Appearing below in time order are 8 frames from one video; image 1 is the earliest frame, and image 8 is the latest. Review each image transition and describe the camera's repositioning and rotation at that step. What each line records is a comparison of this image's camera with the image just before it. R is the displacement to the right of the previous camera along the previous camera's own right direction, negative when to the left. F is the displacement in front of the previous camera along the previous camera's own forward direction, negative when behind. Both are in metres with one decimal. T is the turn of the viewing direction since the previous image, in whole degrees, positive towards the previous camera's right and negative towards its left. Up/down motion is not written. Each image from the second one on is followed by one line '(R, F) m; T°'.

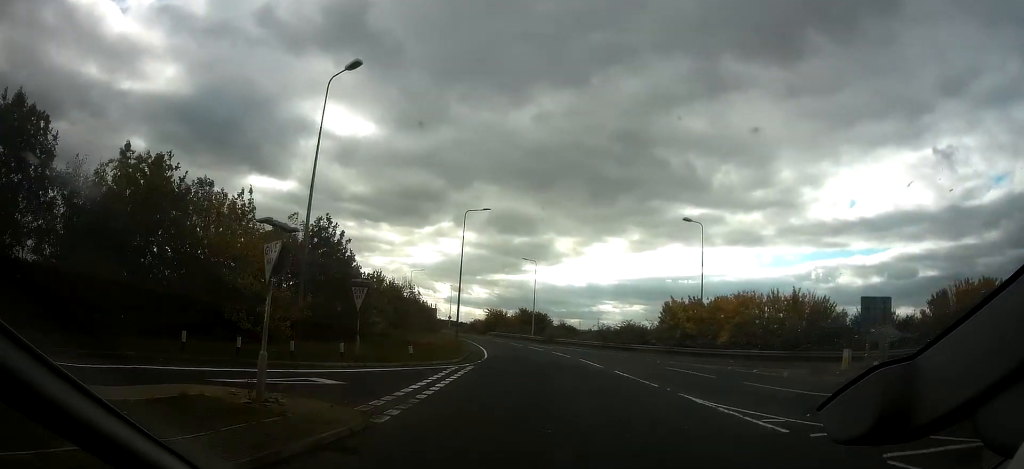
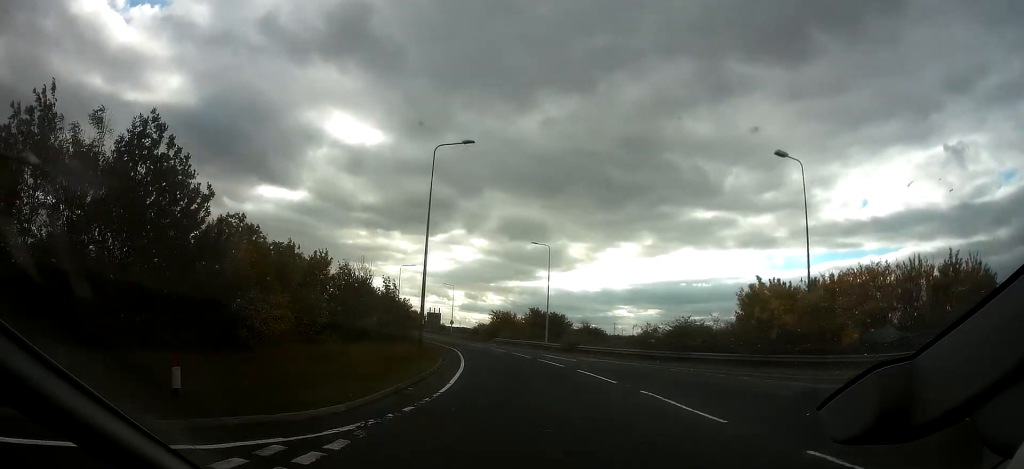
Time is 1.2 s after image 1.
(+0.3, +16.5) m; -1°
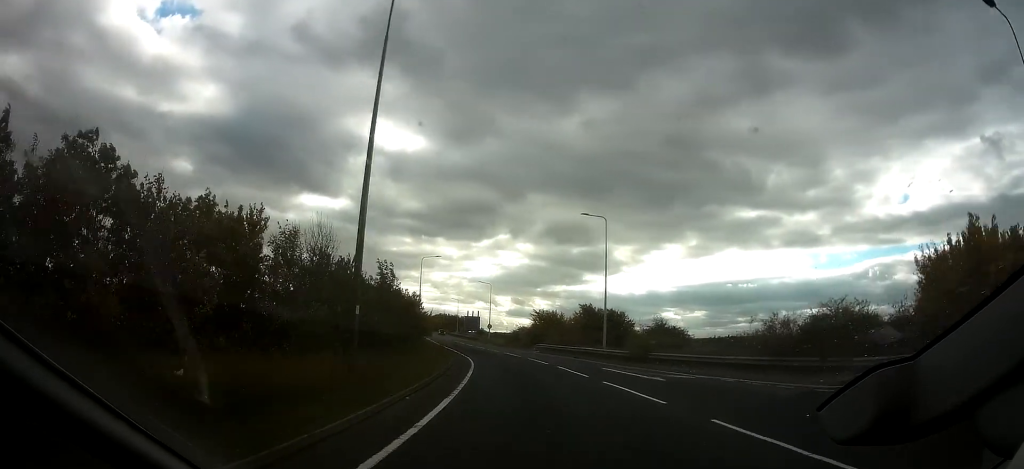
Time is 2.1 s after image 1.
(-0.3, +14.1) m; -3°
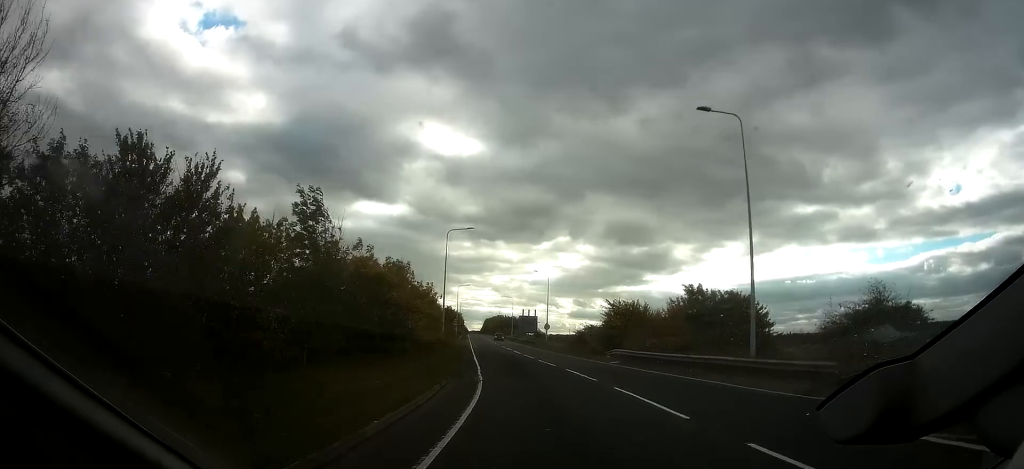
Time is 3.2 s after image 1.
(-0.8, +19.2) m; -5°
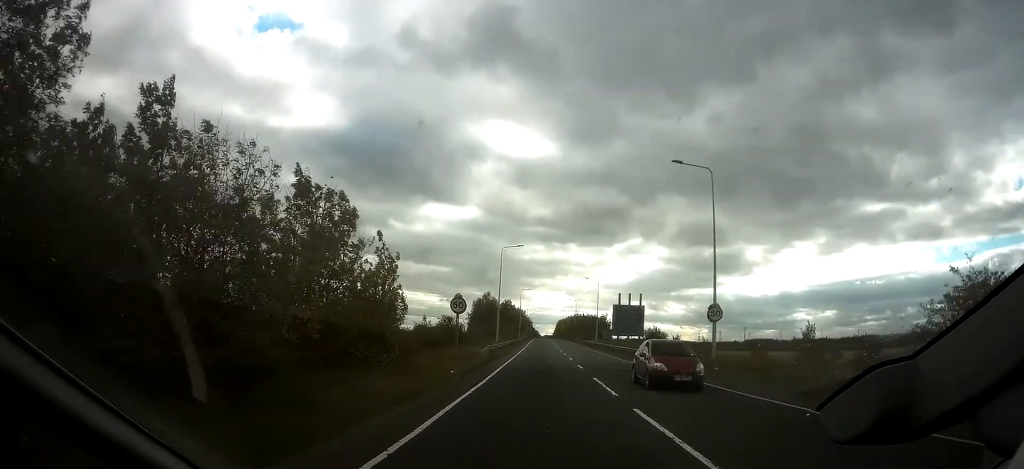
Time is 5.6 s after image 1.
(-4.5, +48.4) m; -9°
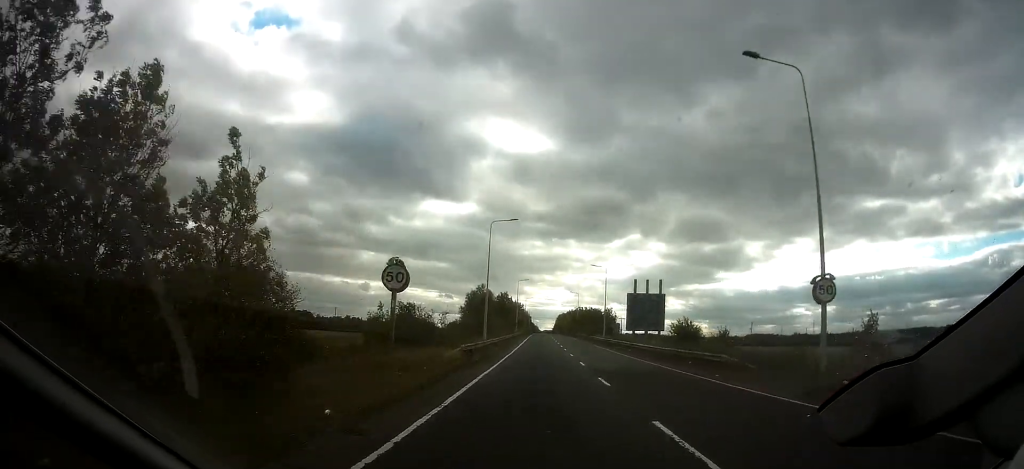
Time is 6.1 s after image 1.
(-0.1, +11.4) m; -1°
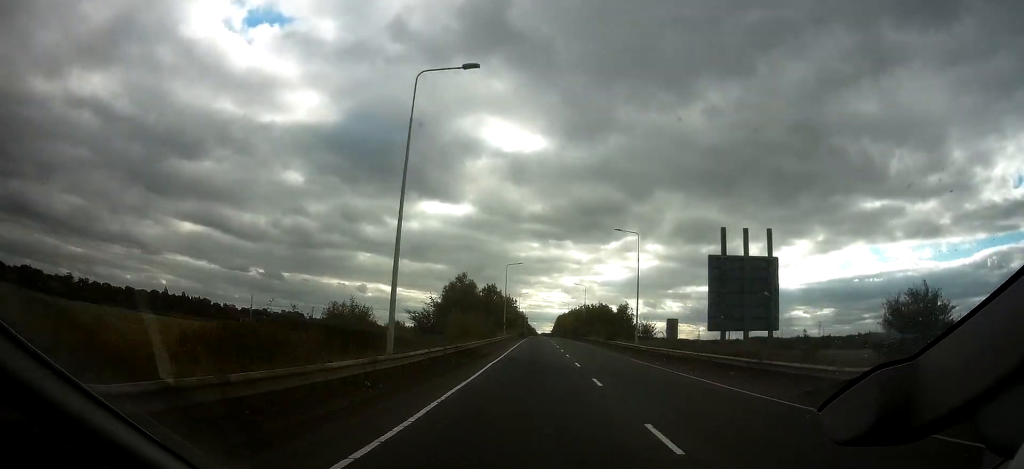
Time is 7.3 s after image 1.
(-0.3, +27.8) m; -1°
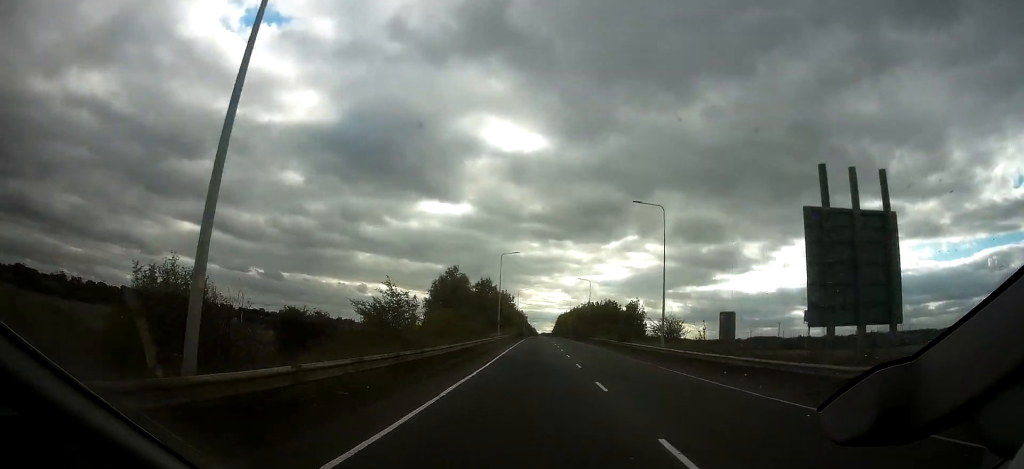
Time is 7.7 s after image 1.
(0.0, +10.8) m; 0°
